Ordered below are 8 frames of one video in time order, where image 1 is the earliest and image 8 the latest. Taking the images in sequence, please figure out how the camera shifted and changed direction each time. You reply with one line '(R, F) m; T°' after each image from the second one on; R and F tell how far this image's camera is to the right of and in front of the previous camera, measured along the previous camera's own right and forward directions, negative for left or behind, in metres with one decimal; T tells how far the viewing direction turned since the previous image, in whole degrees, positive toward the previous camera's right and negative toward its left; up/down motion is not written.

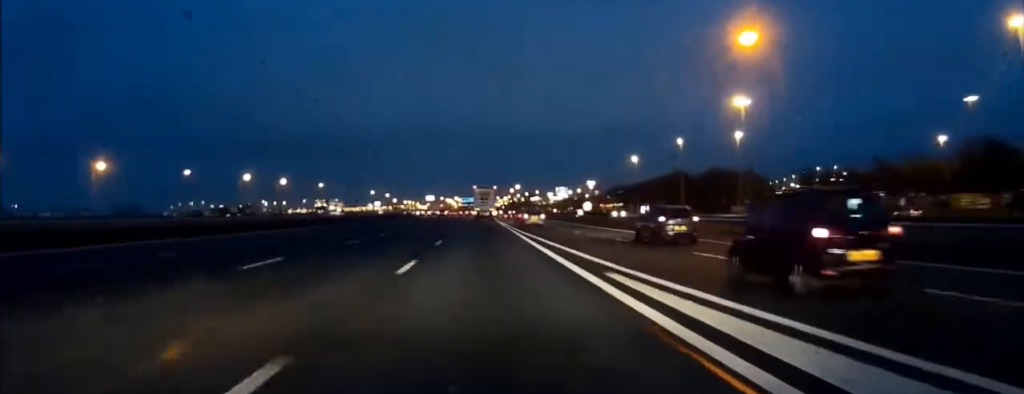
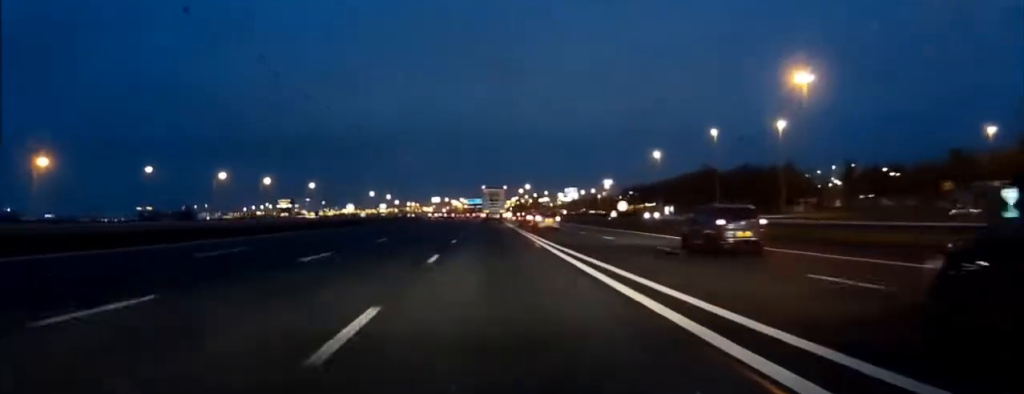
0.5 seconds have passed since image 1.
(-0.3, +20.2) m; 0°
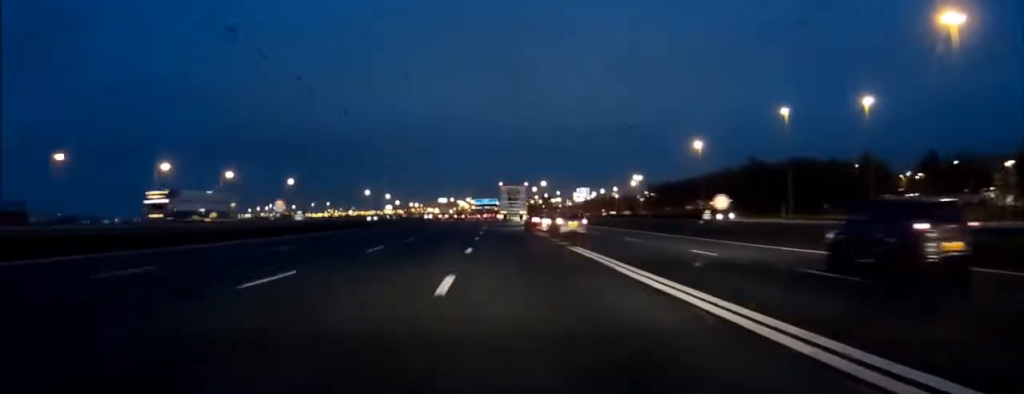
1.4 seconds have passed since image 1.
(-0.1, +31.4) m; 0°
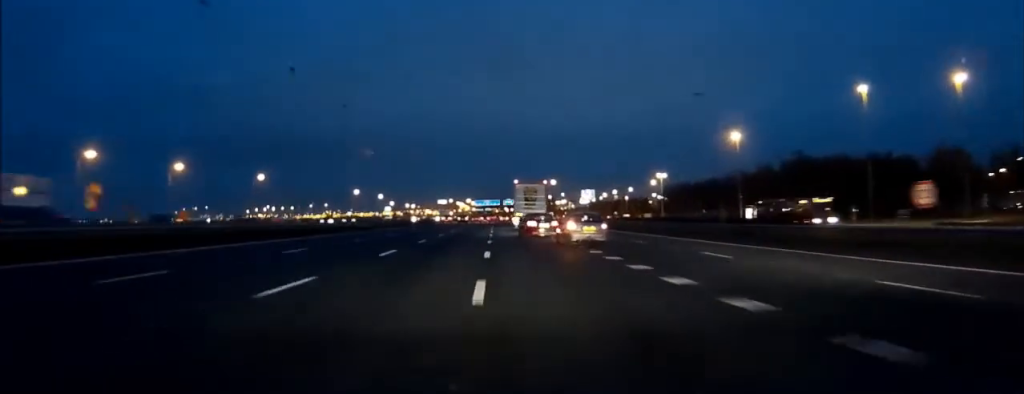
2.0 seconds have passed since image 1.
(+0.3, +25.1) m; 0°
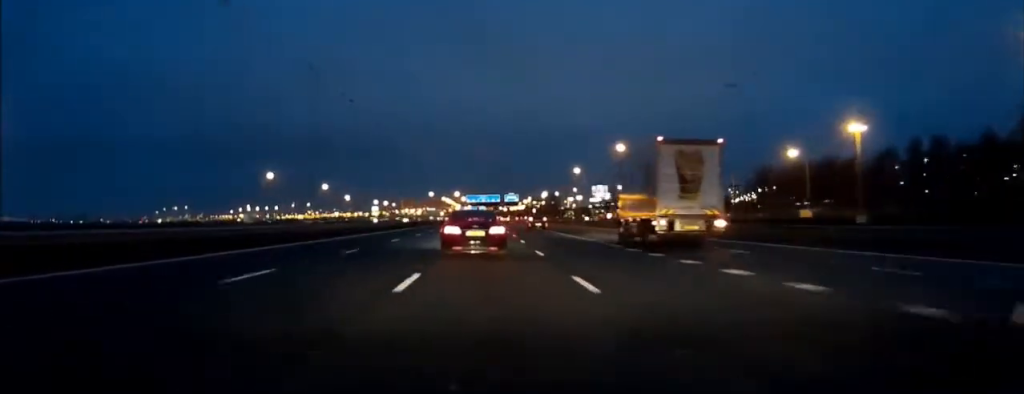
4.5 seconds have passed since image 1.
(-0.7, +94.1) m; 0°
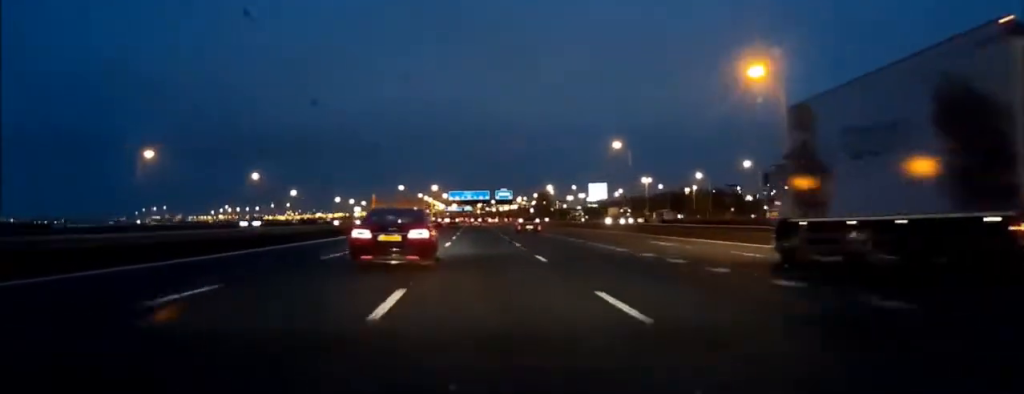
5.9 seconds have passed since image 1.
(+0.4, +51.1) m; +1°
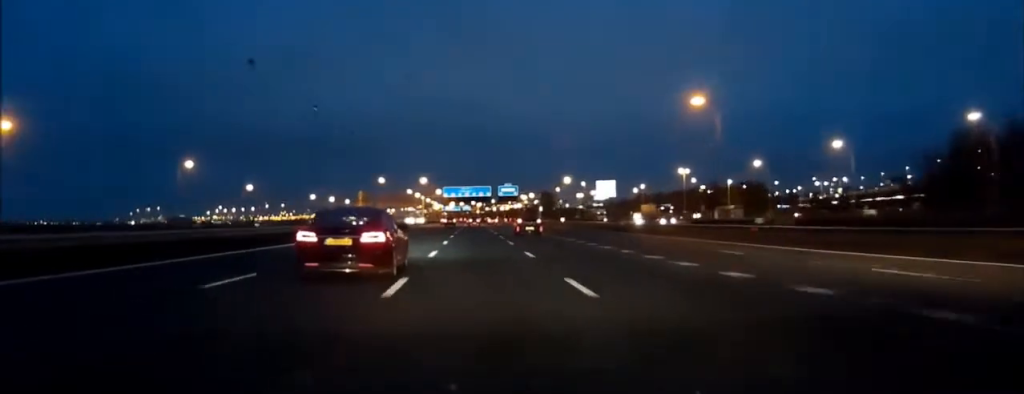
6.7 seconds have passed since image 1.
(0.0, +33.6) m; 0°
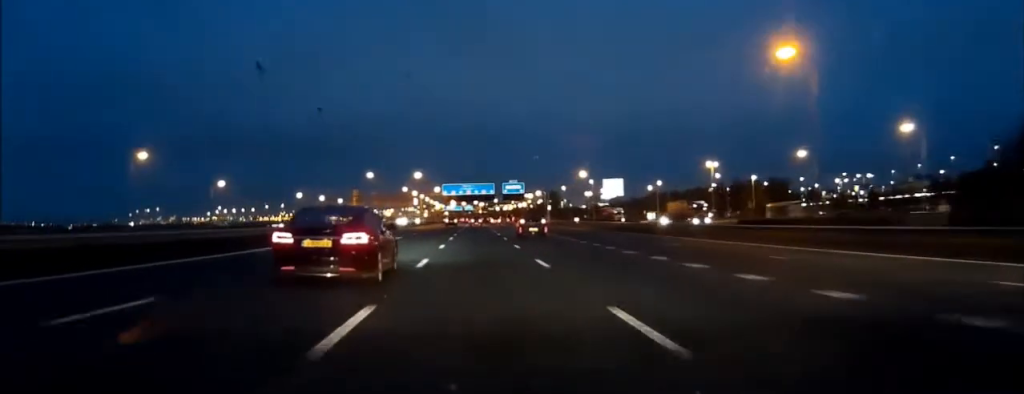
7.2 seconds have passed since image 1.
(0.0, +16.9) m; 0°
